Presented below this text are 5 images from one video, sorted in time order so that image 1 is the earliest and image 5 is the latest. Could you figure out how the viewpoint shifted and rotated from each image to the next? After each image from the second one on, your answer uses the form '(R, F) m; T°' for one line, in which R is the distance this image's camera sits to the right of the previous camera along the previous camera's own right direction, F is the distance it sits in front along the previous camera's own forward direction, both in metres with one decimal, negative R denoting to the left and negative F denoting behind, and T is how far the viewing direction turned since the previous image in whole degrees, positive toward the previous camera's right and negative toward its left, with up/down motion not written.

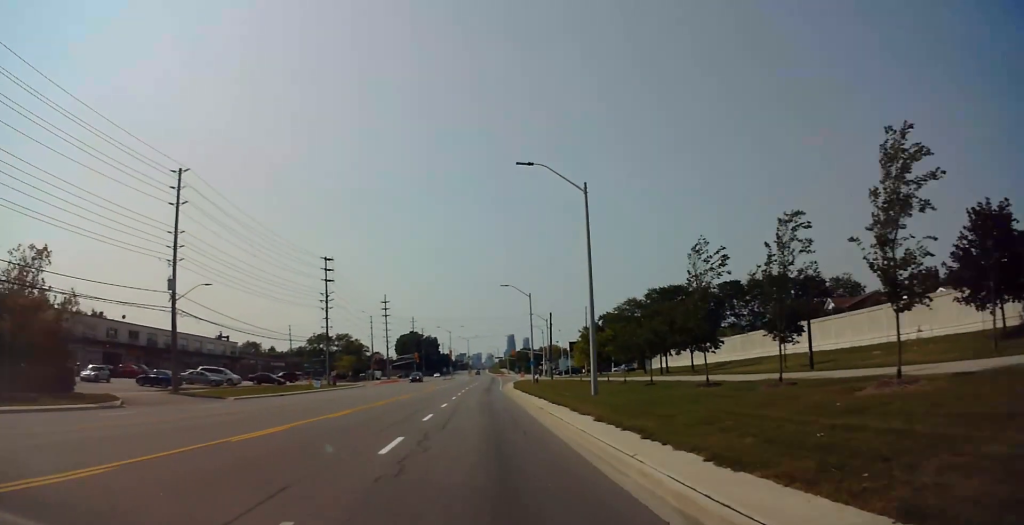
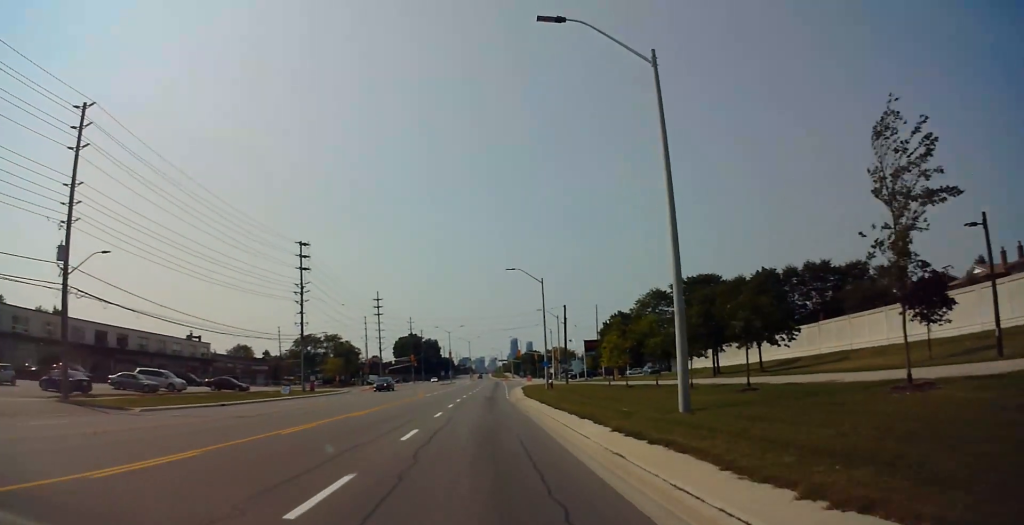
(0.0, +14.6) m; 0°
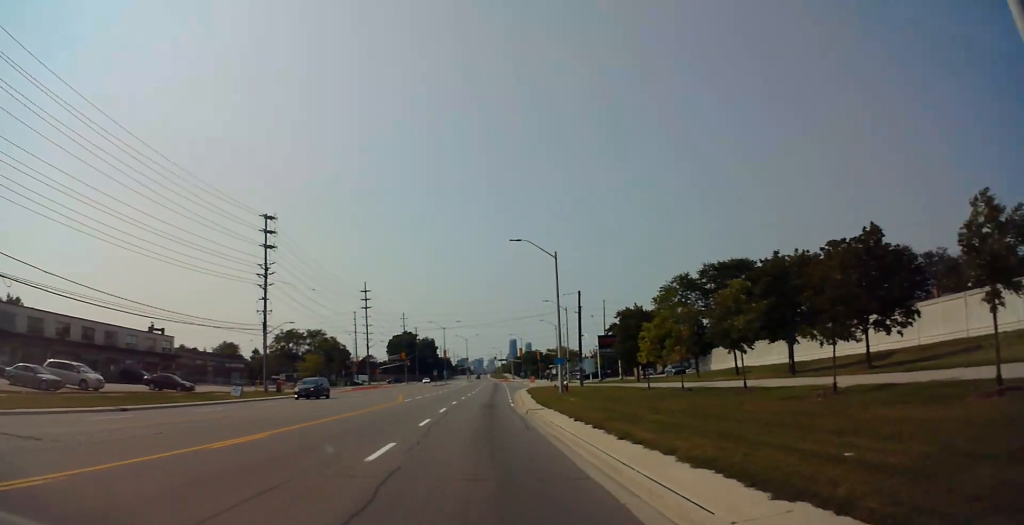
(0.0, +13.6) m; +1°
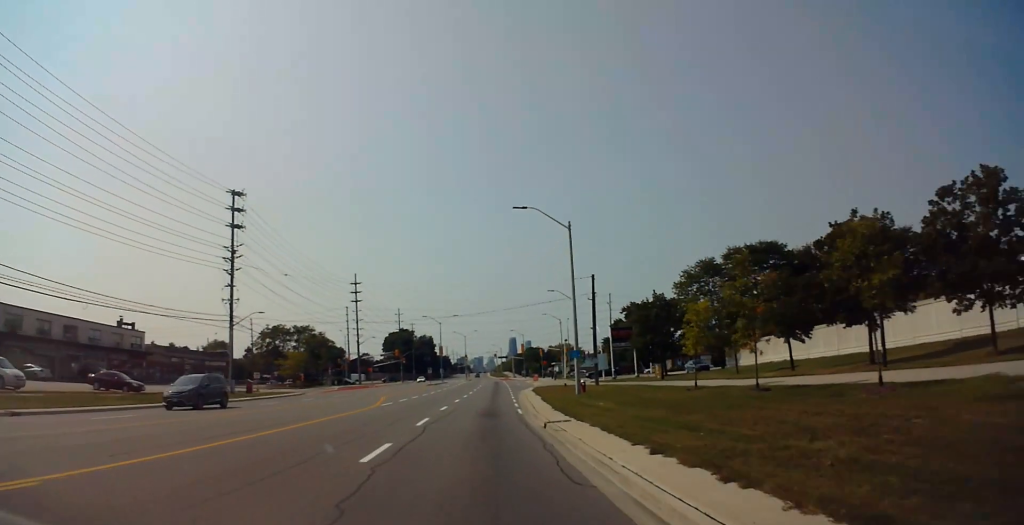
(+0.2, +9.3) m; -1°
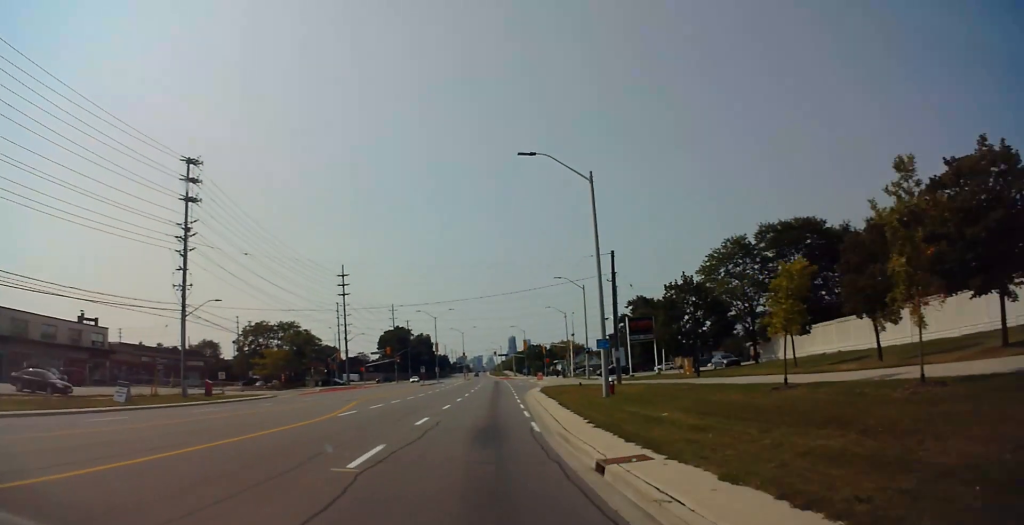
(-0.2, +9.8) m; 0°
